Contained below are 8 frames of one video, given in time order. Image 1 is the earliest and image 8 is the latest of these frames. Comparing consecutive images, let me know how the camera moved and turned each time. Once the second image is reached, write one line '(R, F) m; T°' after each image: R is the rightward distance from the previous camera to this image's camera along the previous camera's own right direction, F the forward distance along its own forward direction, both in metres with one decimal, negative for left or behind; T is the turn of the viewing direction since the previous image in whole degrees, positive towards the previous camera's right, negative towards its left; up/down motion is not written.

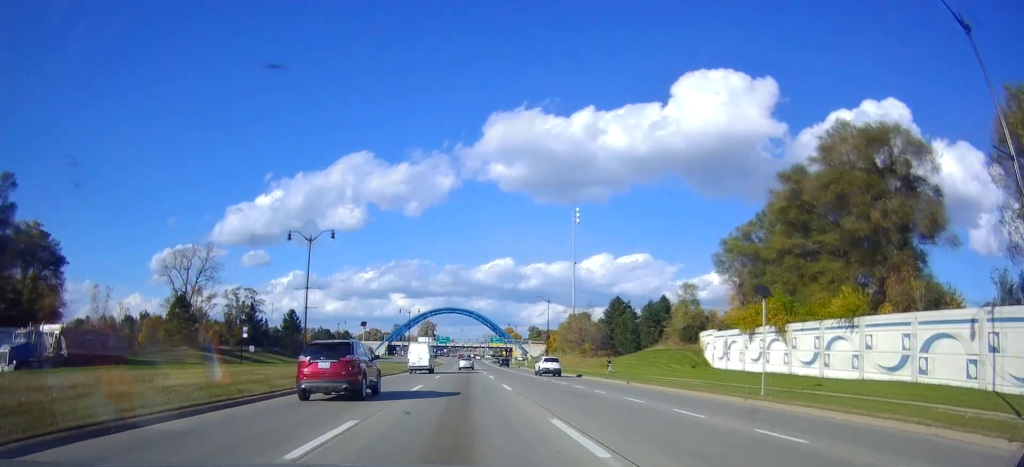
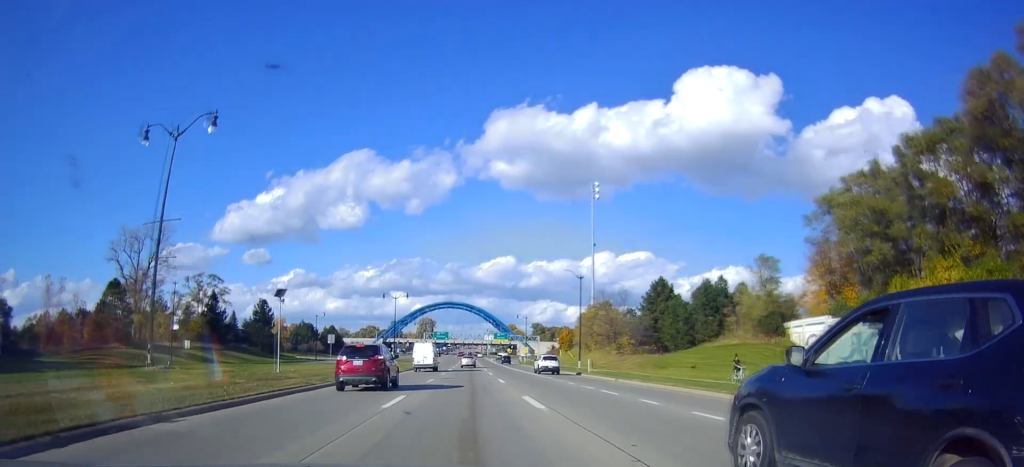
(+0.5, +25.0) m; -1°
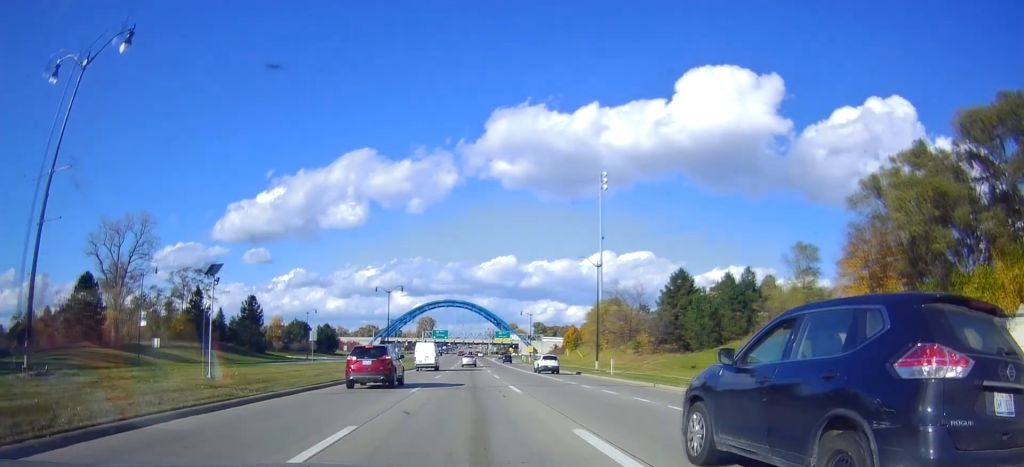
(-0.3, +8.4) m; 0°
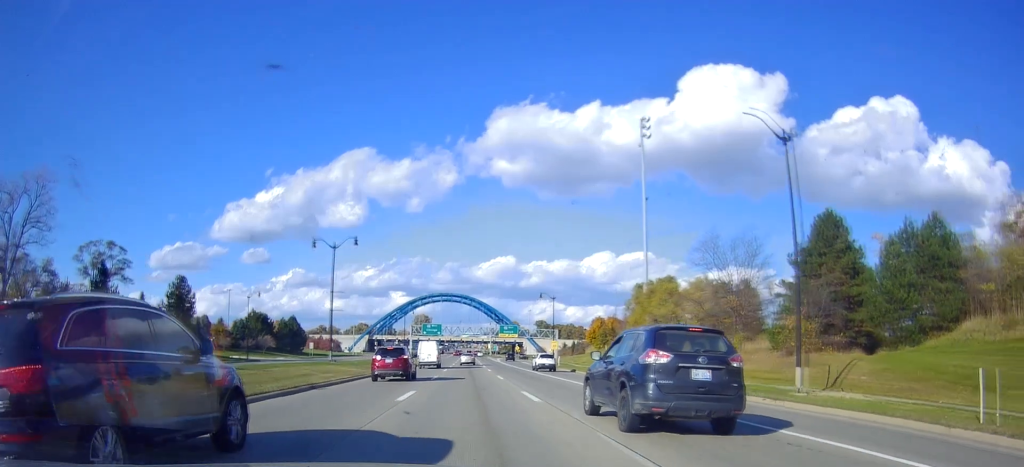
(+0.5, +35.1) m; +3°
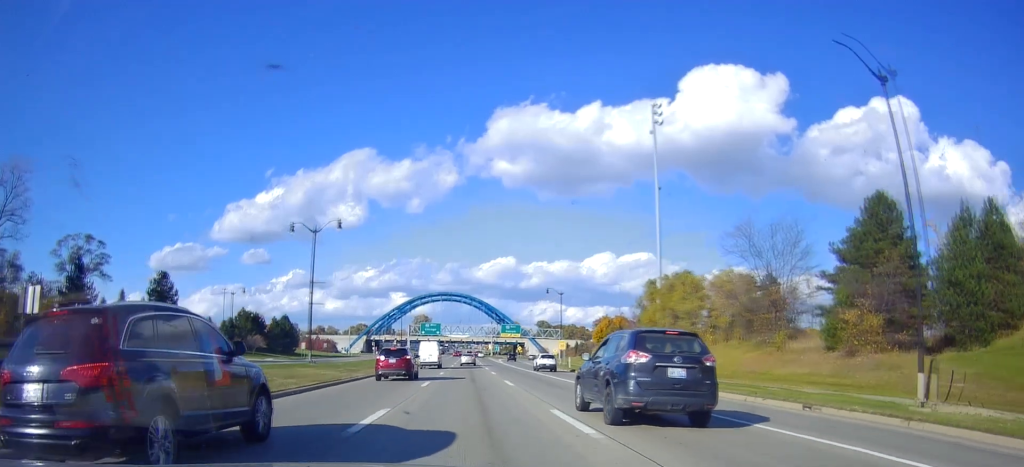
(0.0, +6.9) m; 0°
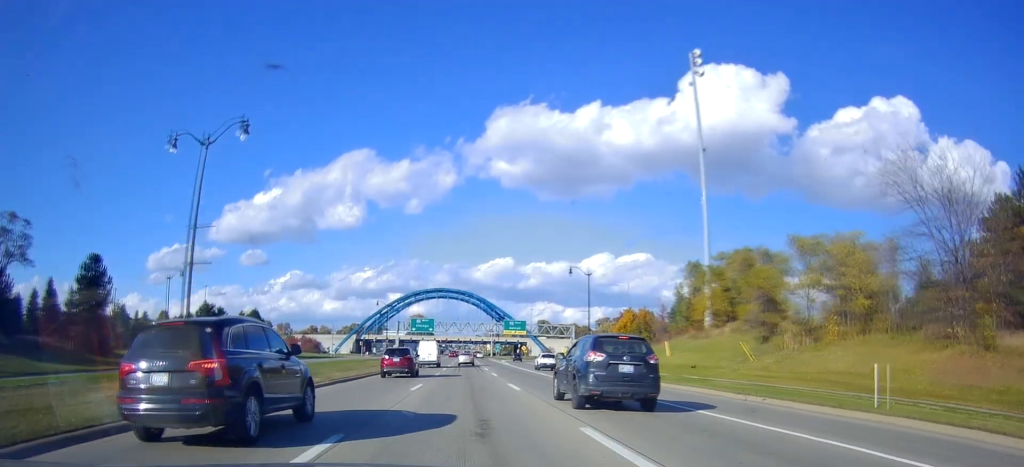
(0.0, +19.9) m; 0°
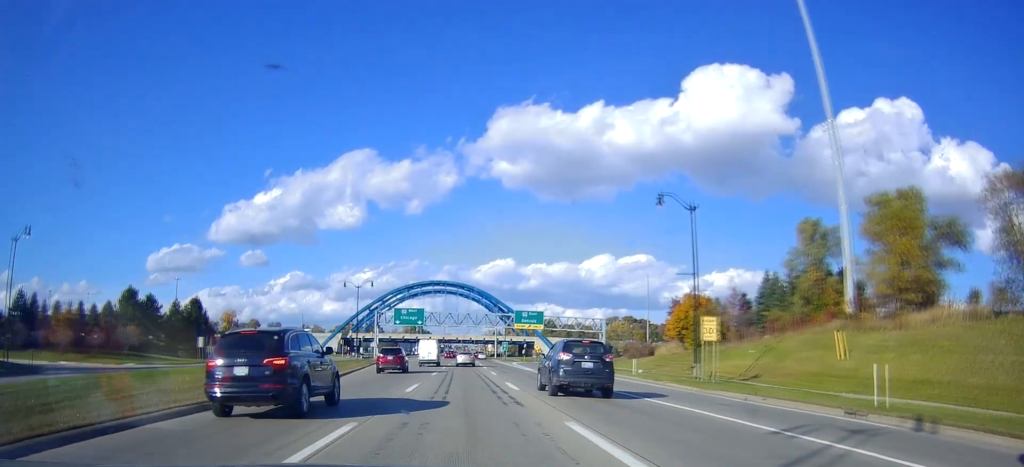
(0.0, +30.0) m; 0°
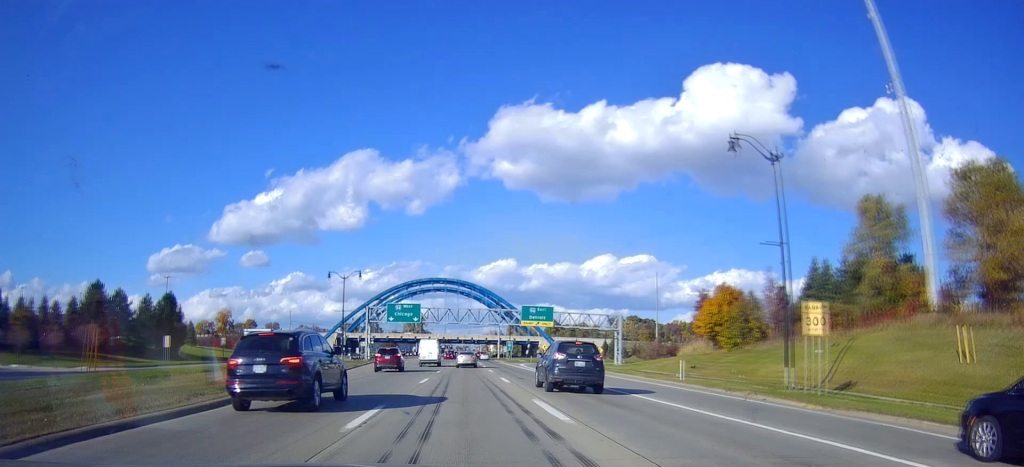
(0.0, +10.4) m; 0°
